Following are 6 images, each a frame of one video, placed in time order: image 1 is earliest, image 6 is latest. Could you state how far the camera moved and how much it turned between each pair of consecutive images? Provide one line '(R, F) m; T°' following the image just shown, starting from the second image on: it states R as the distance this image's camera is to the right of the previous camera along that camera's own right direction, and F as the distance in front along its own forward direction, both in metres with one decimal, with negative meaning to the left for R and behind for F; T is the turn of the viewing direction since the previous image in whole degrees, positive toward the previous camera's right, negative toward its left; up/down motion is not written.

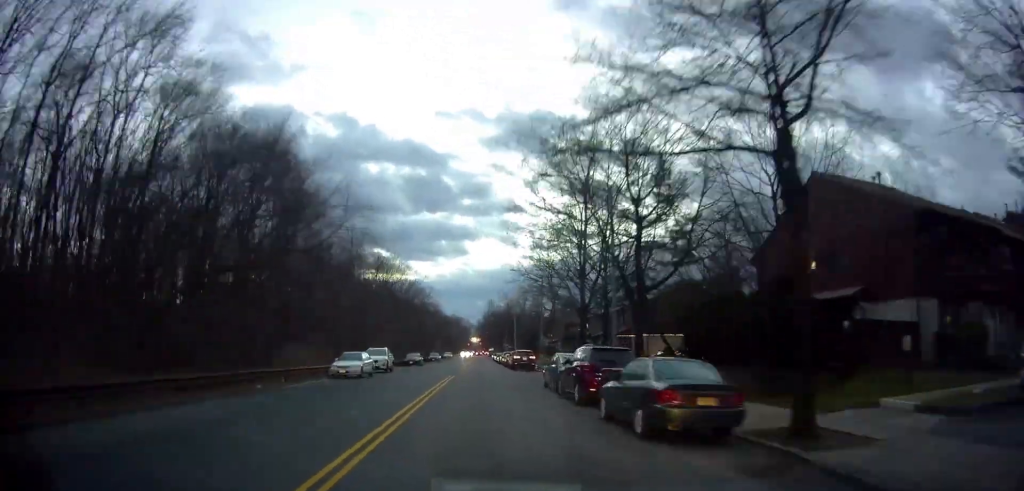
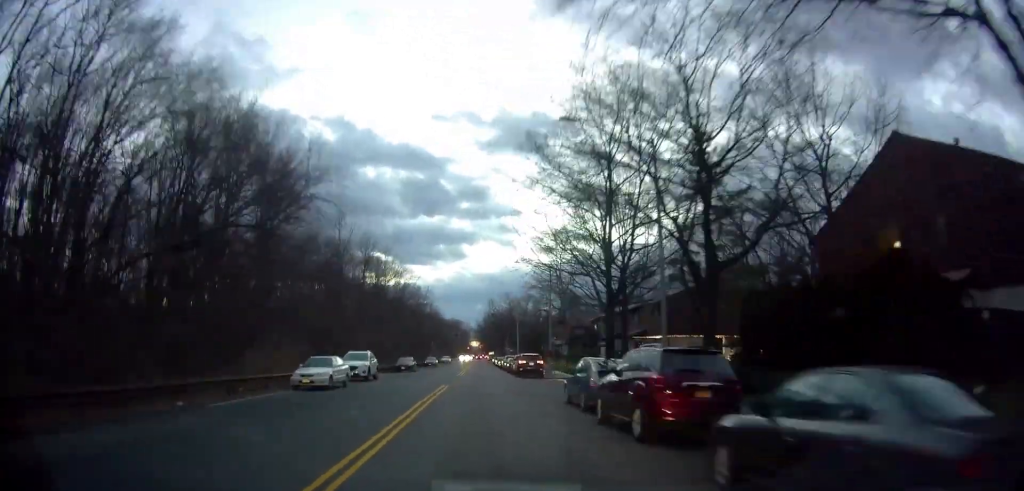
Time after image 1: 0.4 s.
(+0.2, +6.0) m; +1°
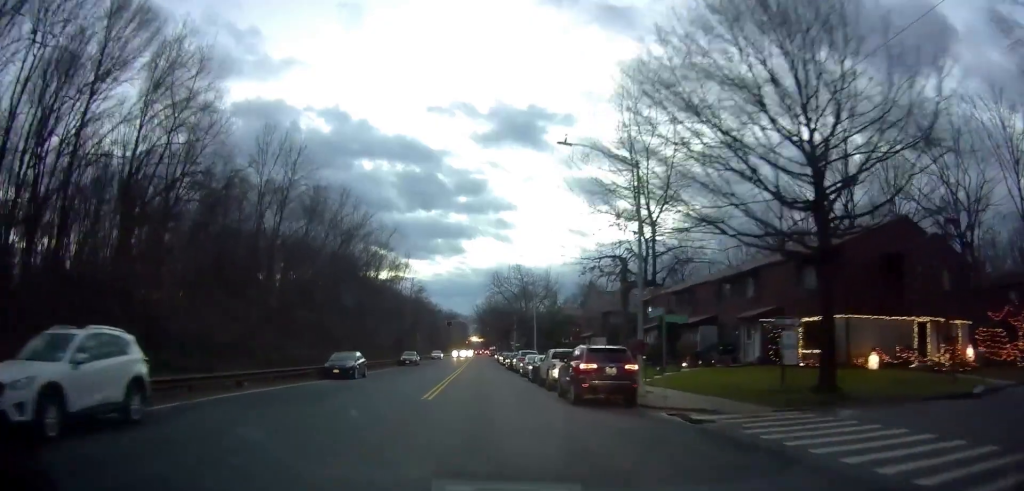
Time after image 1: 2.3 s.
(+0.7, +25.4) m; +2°
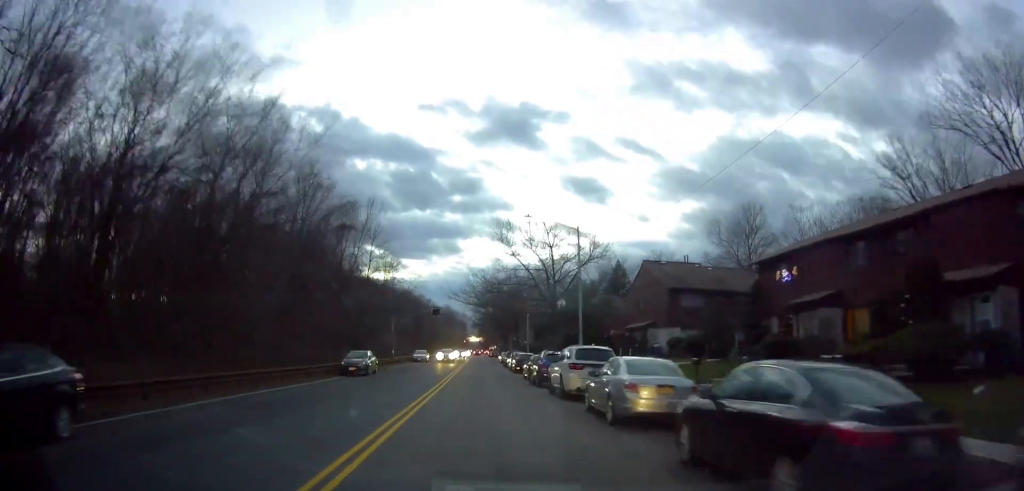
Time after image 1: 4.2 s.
(+0.3, +25.0) m; +2°
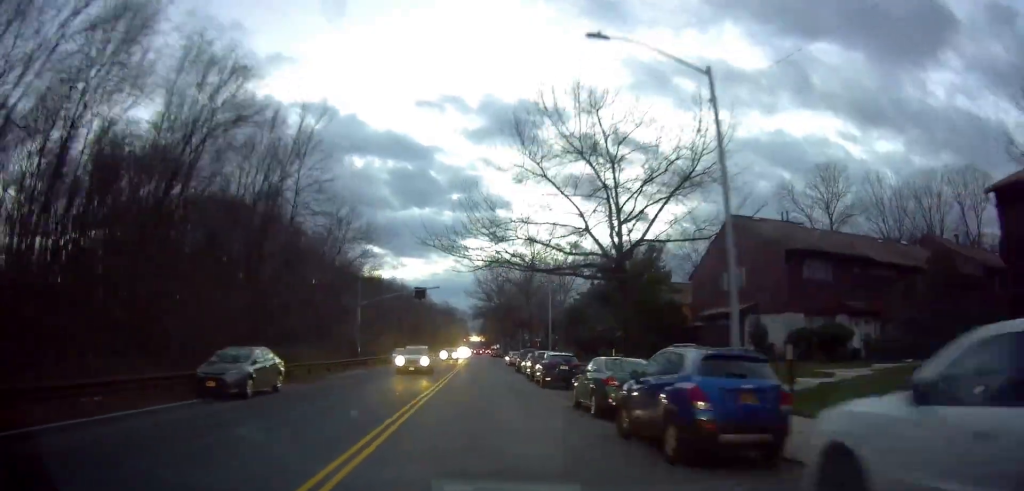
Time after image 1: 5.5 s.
(+0.1, +18.5) m; 0°
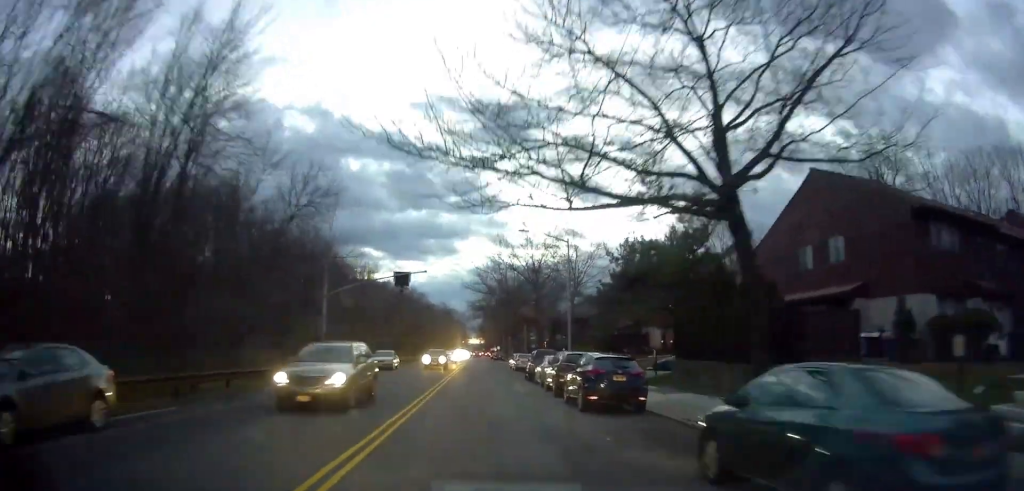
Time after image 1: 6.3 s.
(-0.1, +10.0) m; 0°
